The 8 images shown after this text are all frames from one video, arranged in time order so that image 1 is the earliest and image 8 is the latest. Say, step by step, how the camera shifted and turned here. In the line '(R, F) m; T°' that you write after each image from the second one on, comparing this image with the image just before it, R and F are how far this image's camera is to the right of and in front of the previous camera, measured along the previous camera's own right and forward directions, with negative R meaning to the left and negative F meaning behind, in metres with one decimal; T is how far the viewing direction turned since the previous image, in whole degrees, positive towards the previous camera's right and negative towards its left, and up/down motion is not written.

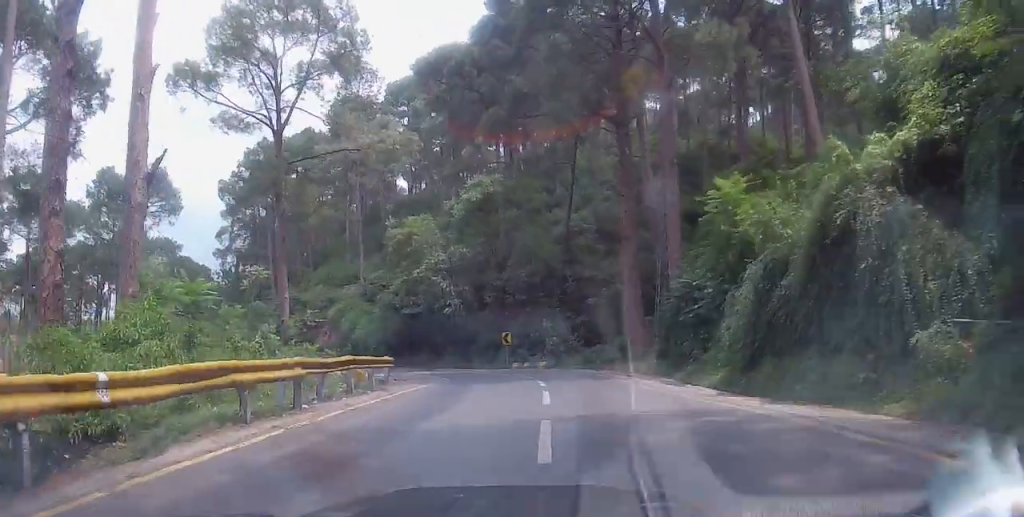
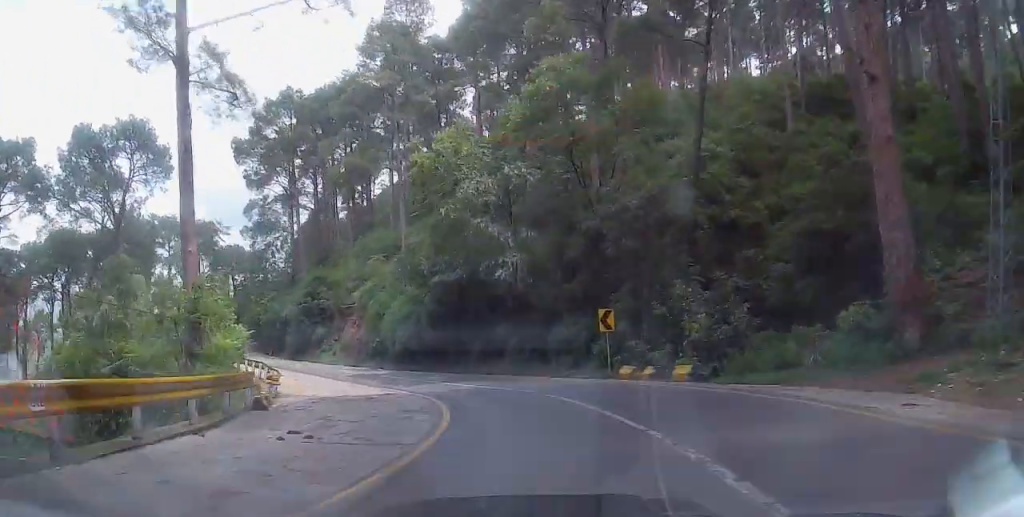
(-1.9, +20.9) m; -9°
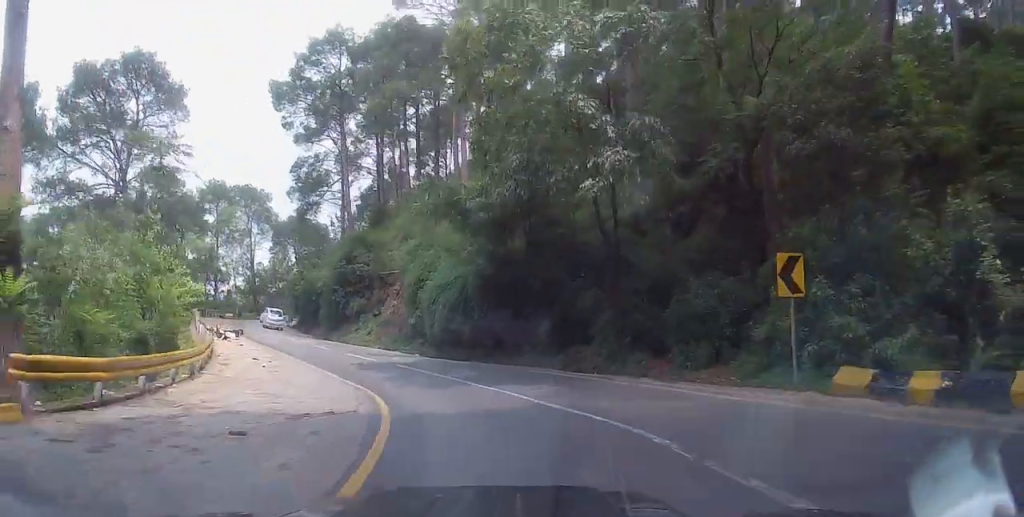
(-0.6, +12.6) m; -8°
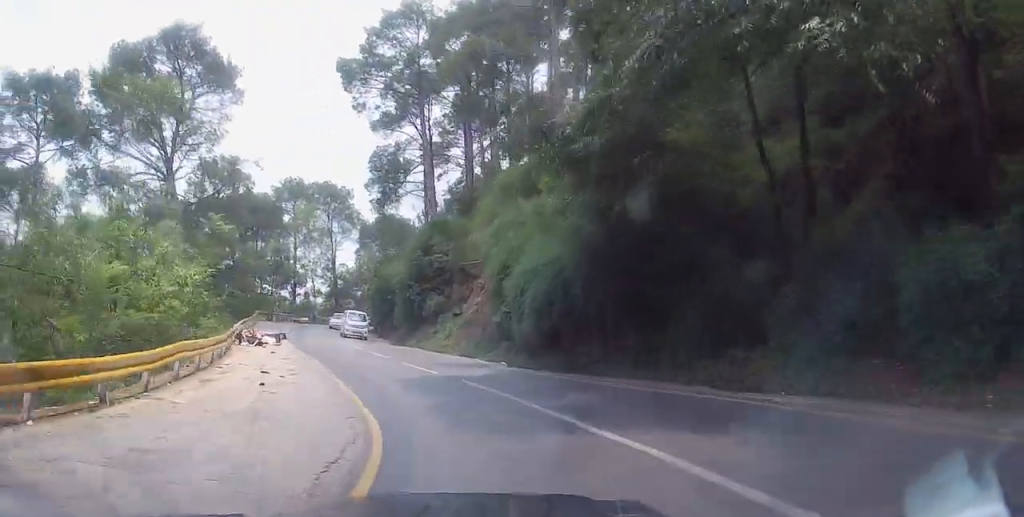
(-0.4, +7.5) m; -8°
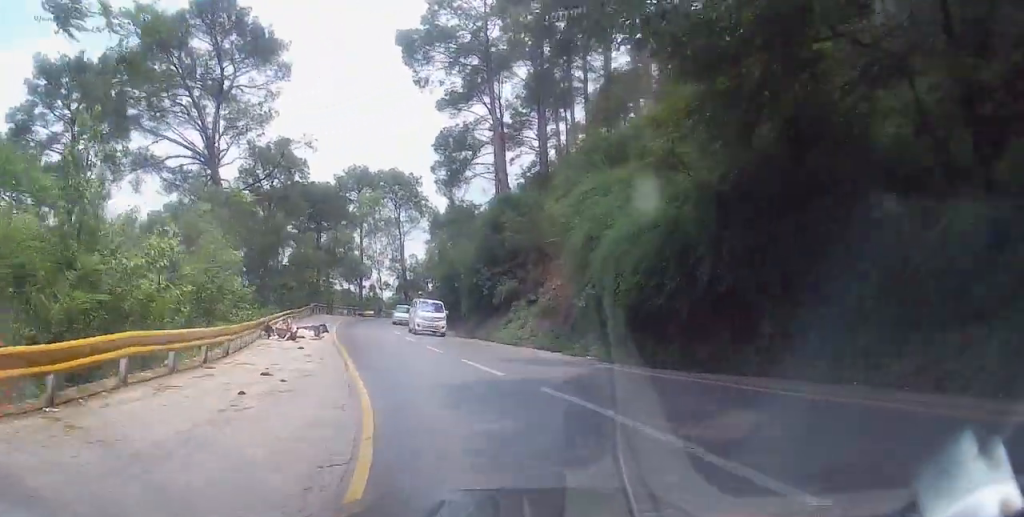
(+0.1, +4.9) m; -6°
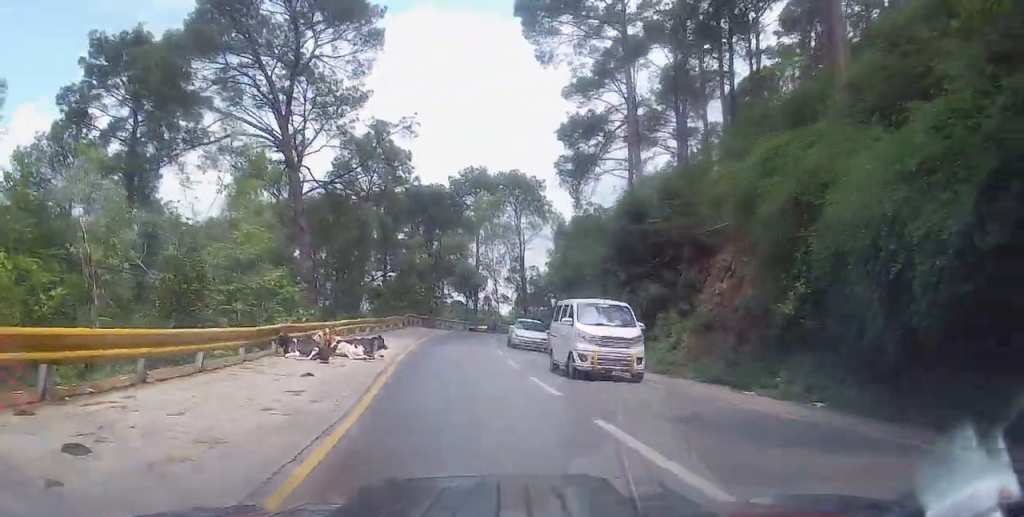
(-1.2, +8.6) m; -9°
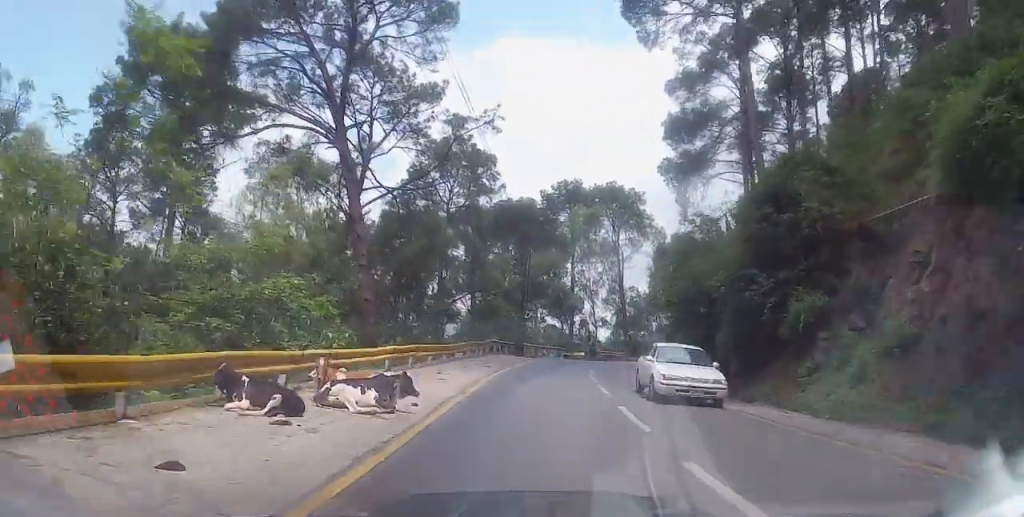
(-0.4, +7.0) m; -4°
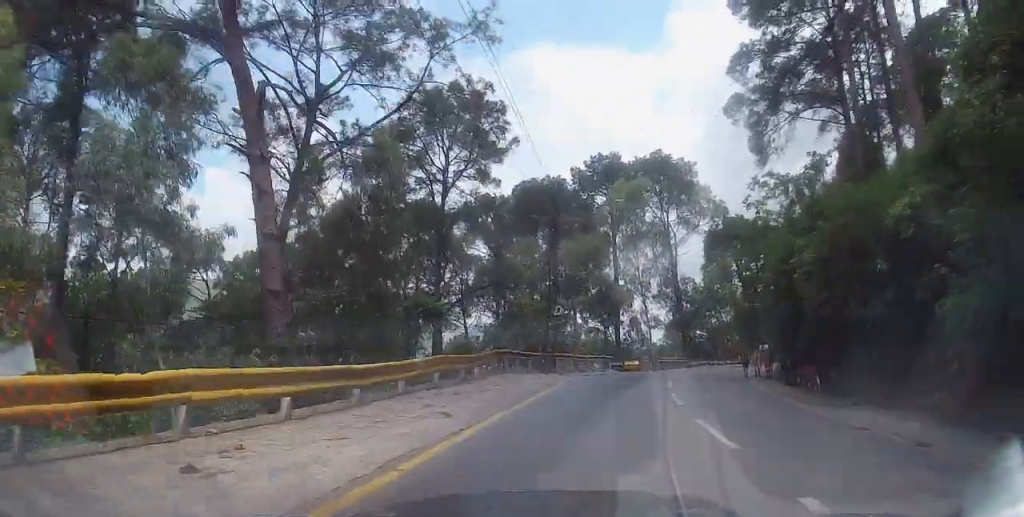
(-0.4, +13.8) m; -2°
